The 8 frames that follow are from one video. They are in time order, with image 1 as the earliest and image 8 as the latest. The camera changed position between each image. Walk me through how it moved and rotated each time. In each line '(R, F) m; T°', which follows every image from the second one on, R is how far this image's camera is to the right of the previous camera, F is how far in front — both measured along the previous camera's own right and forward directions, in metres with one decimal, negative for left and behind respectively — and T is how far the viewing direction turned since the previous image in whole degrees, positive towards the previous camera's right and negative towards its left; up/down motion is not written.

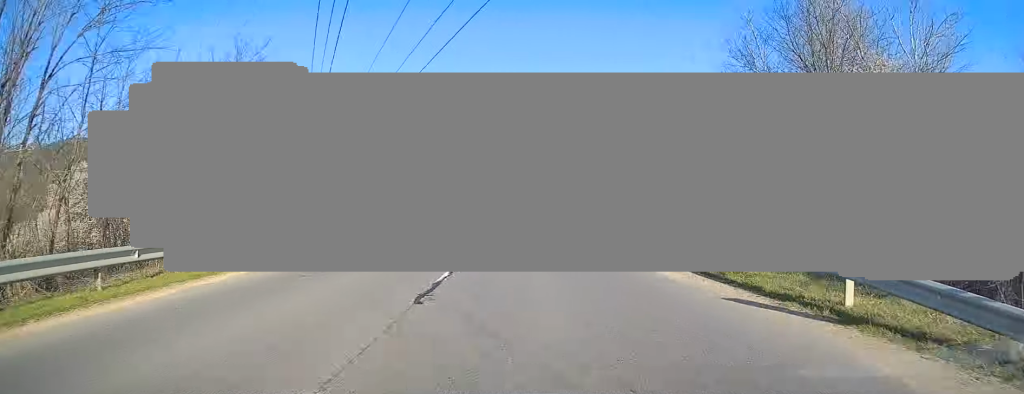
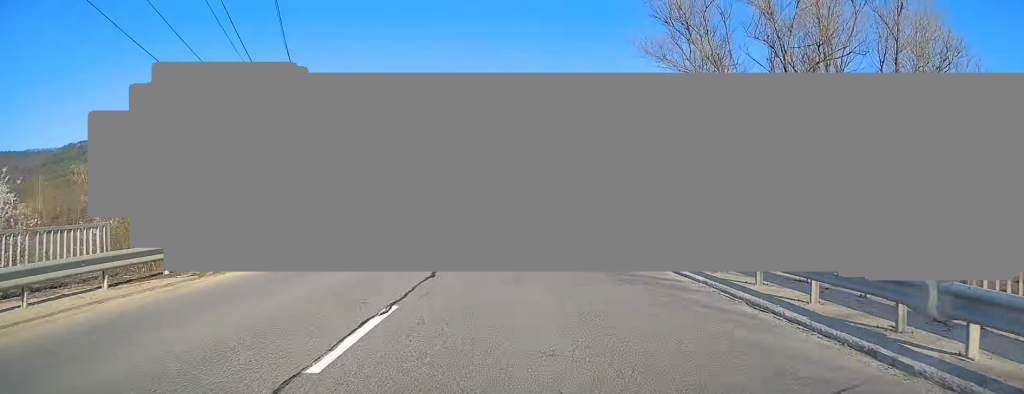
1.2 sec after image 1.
(-0.7, +32.6) m; -2°
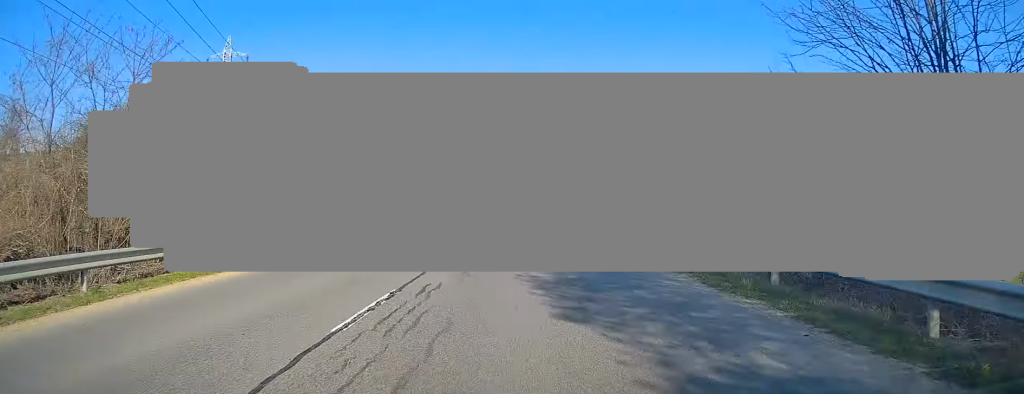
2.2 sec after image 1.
(-0.2, +25.7) m; -1°
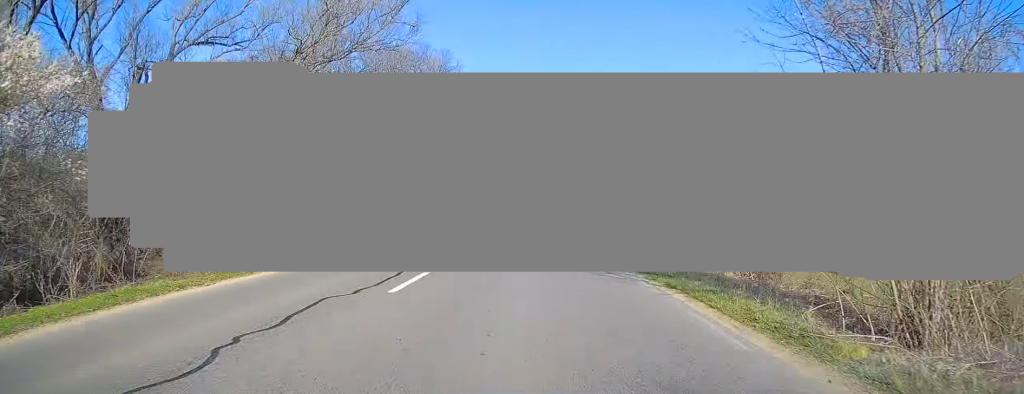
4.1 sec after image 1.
(-1.6, +50.6) m; -3°
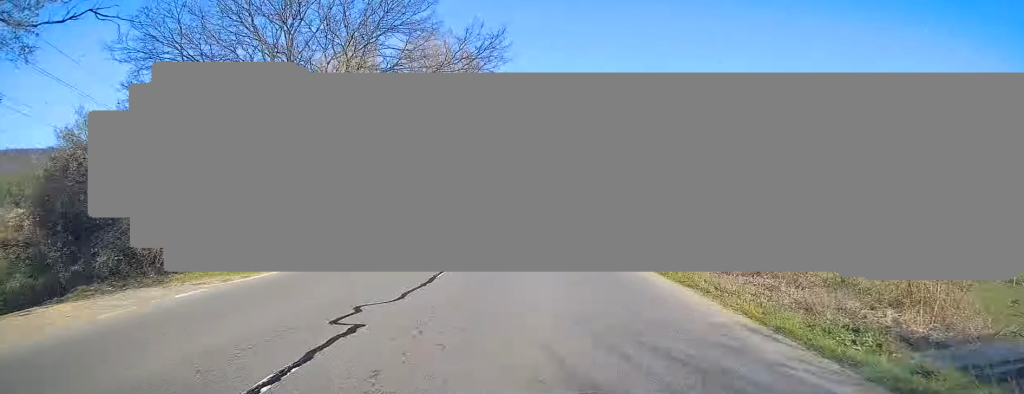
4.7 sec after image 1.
(-0.3, +16.1) m; 0°
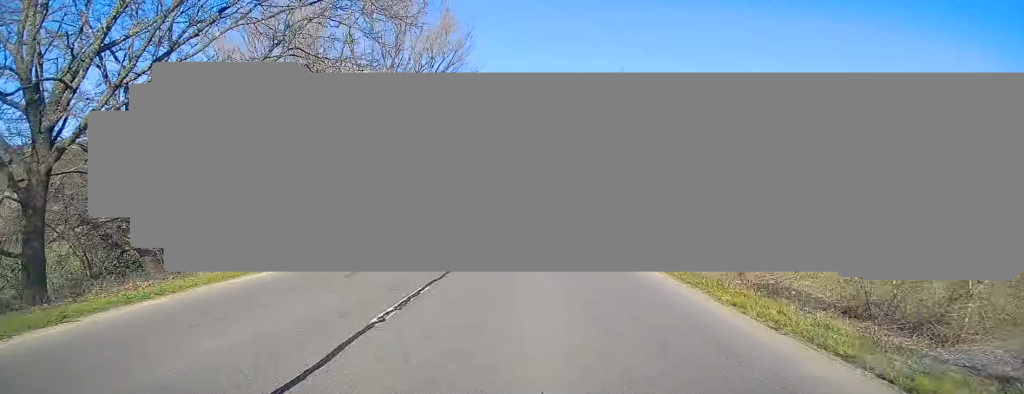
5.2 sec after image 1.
(+0.2, +13.5) m; 0°
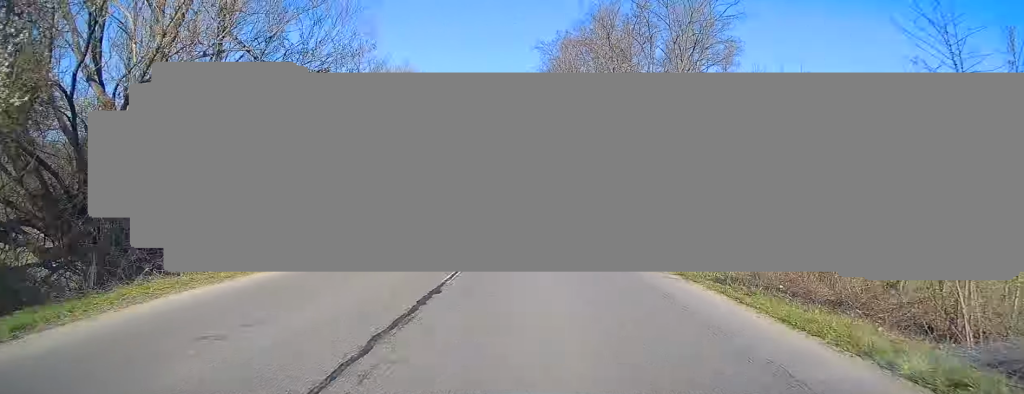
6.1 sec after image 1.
(0.0, +23.4) m; 0°
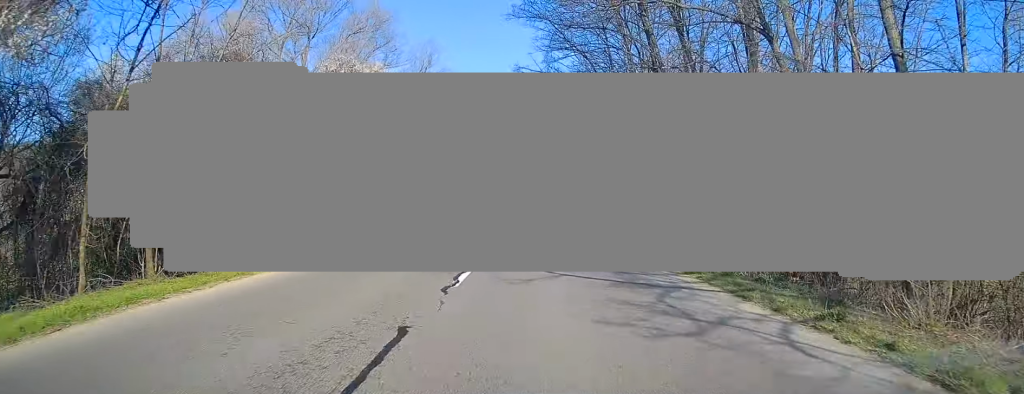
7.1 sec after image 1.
(-0.2, +27.6) m; 0°
